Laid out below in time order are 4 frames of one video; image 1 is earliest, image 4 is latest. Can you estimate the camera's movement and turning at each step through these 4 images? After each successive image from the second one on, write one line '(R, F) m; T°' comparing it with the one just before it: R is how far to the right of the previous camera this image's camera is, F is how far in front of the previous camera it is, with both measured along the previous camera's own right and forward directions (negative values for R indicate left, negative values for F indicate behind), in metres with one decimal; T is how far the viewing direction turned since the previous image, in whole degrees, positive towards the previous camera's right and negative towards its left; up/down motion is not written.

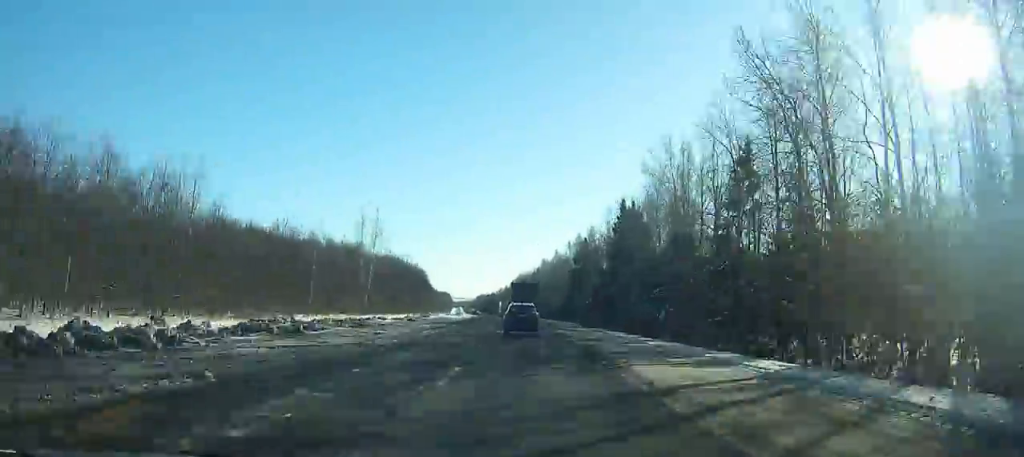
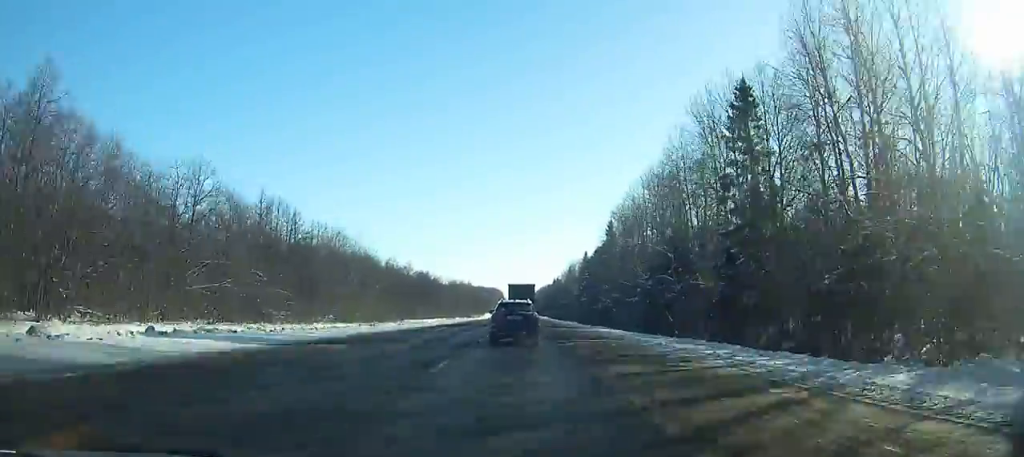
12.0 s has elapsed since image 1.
(-13.2, +233.9) m; -6°
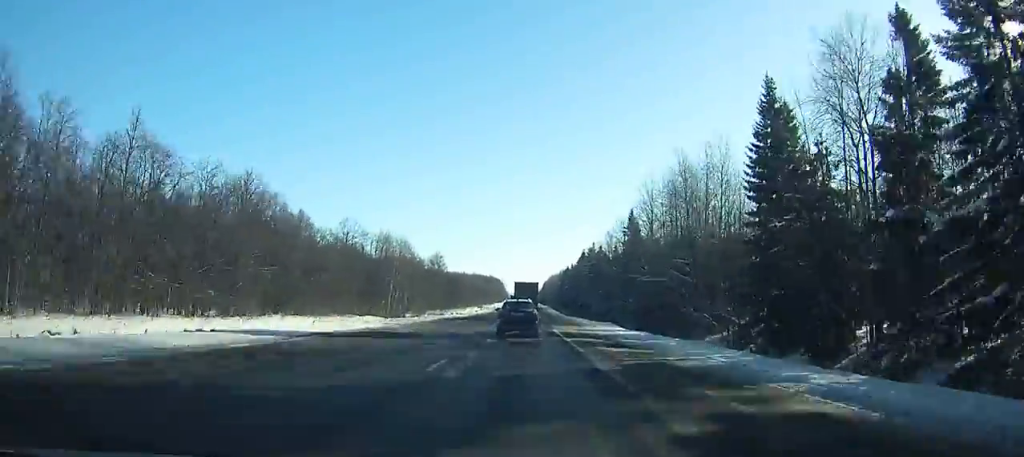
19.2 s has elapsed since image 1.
(-2.5, +143.1) m; -1°
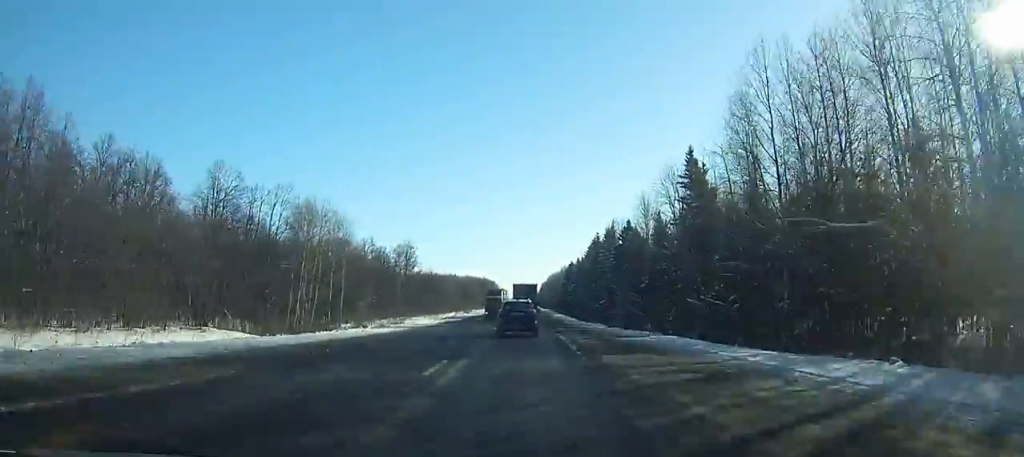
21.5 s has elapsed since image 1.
(0.0, +47.7) m; 0°
